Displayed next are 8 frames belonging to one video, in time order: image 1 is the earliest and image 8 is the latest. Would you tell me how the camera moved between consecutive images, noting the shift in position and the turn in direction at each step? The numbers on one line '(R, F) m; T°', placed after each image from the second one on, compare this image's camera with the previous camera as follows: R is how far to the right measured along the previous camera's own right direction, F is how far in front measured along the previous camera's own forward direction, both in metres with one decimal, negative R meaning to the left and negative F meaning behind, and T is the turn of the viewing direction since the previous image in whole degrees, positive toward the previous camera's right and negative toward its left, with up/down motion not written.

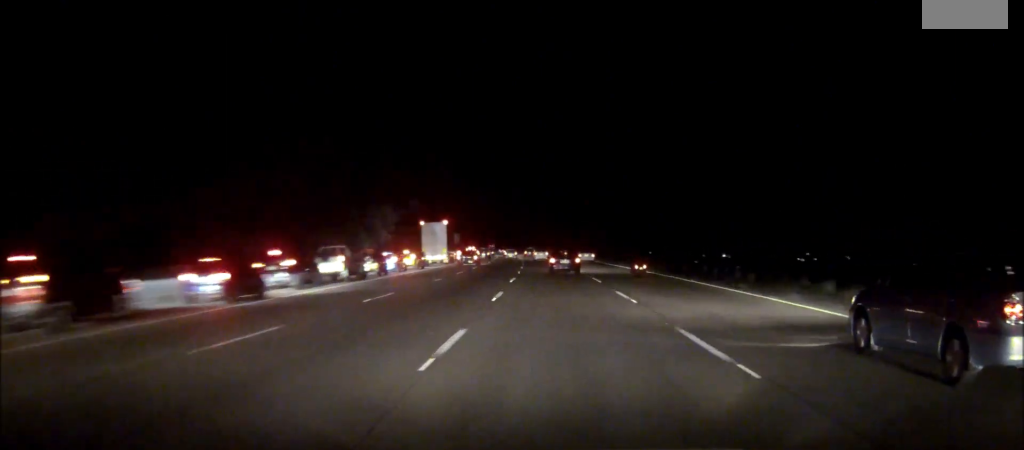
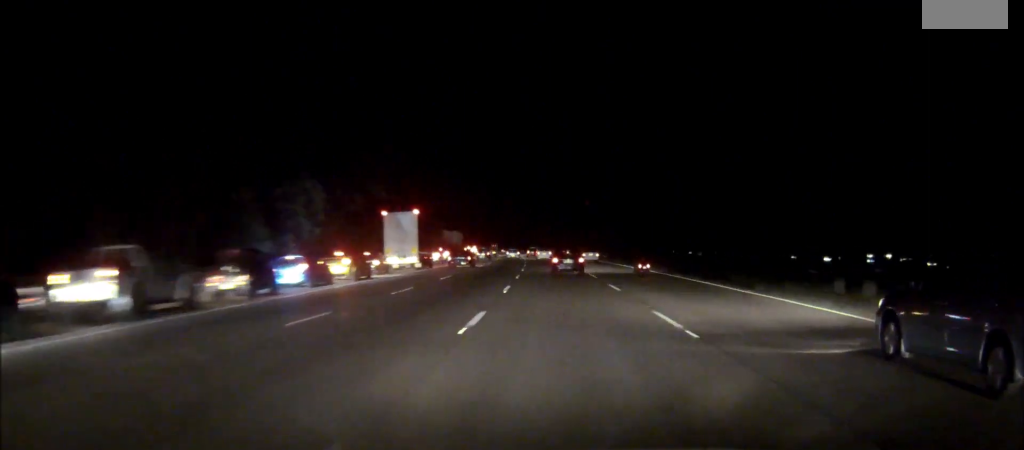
(-0.1, +20.4) m; -1°
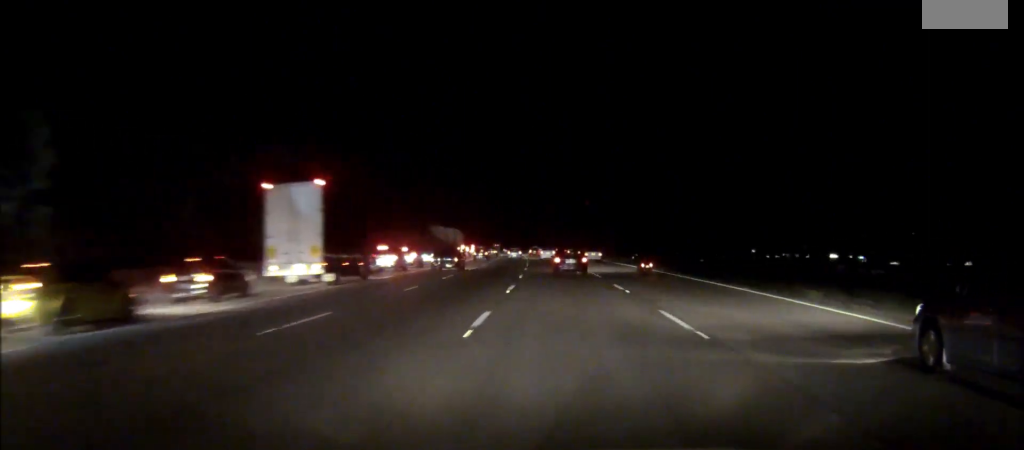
(-0.2, +24.2) m; -1°
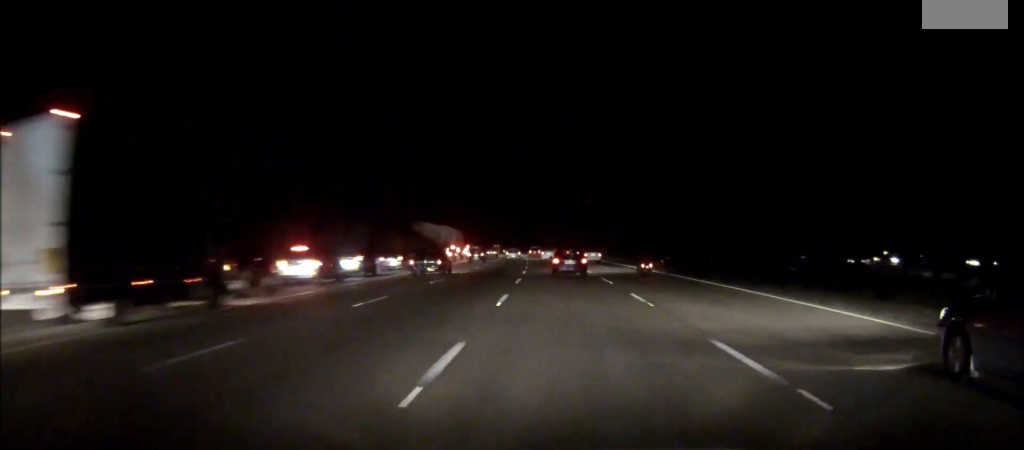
(-0.1, +17.4) m; -1°
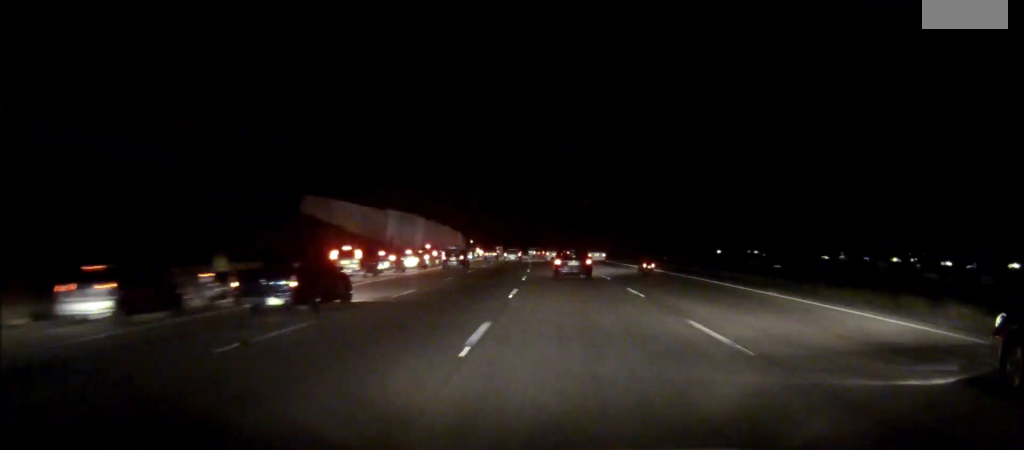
(-1.0, +56.7) m; -2°
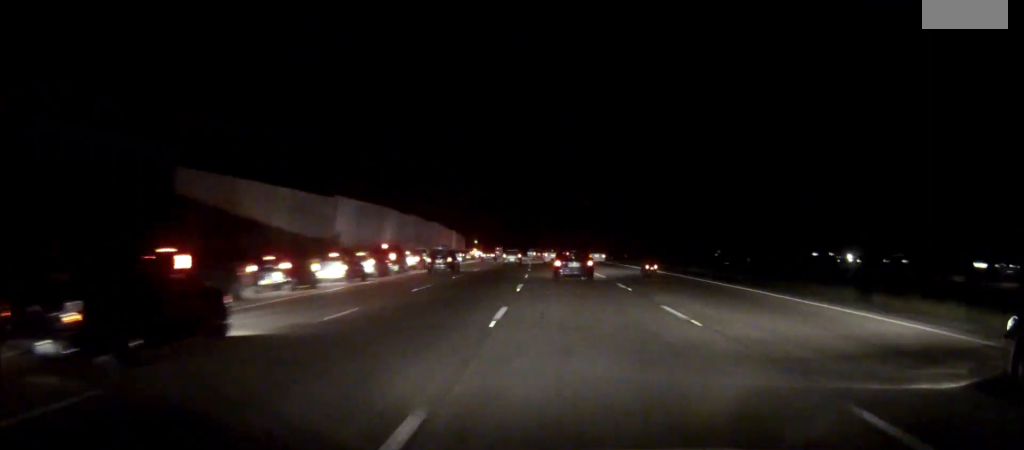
(-0.1, +20.1) m; -1°
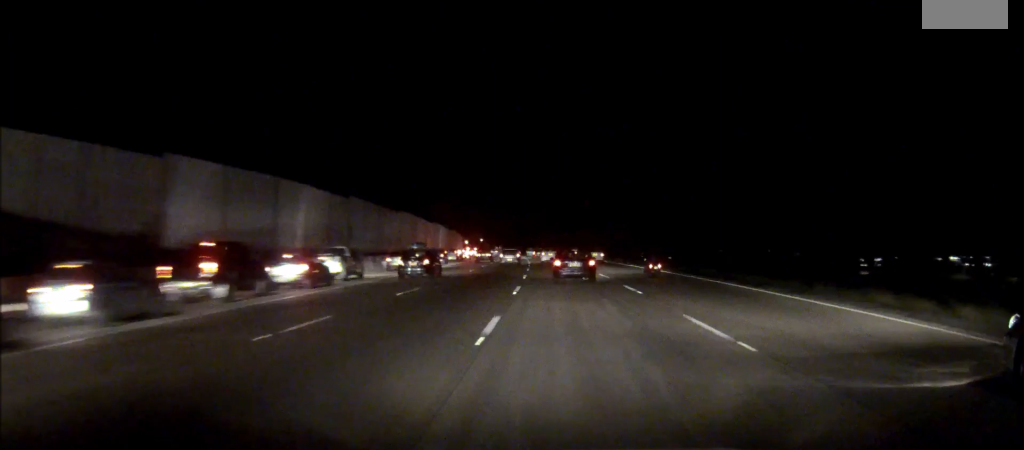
(-0.2, +26.7) m; -1°
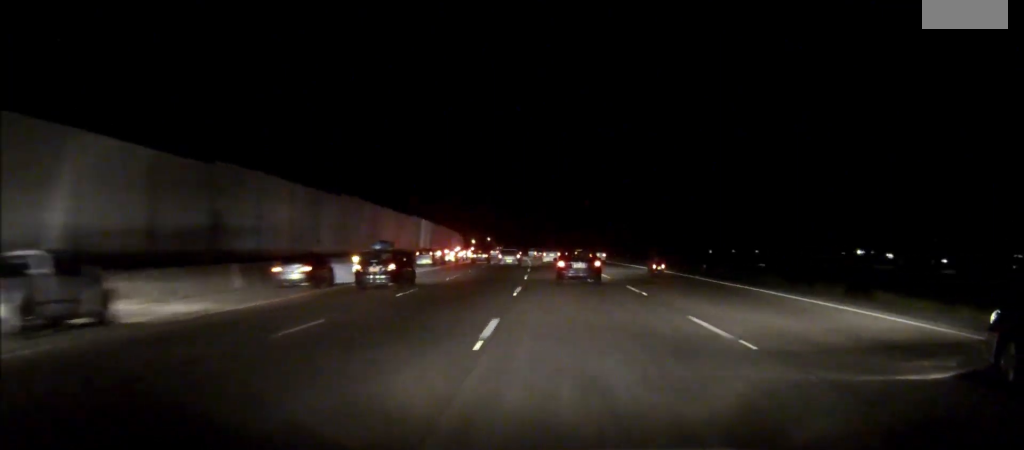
(-0.2, +24.7) m; -1°
